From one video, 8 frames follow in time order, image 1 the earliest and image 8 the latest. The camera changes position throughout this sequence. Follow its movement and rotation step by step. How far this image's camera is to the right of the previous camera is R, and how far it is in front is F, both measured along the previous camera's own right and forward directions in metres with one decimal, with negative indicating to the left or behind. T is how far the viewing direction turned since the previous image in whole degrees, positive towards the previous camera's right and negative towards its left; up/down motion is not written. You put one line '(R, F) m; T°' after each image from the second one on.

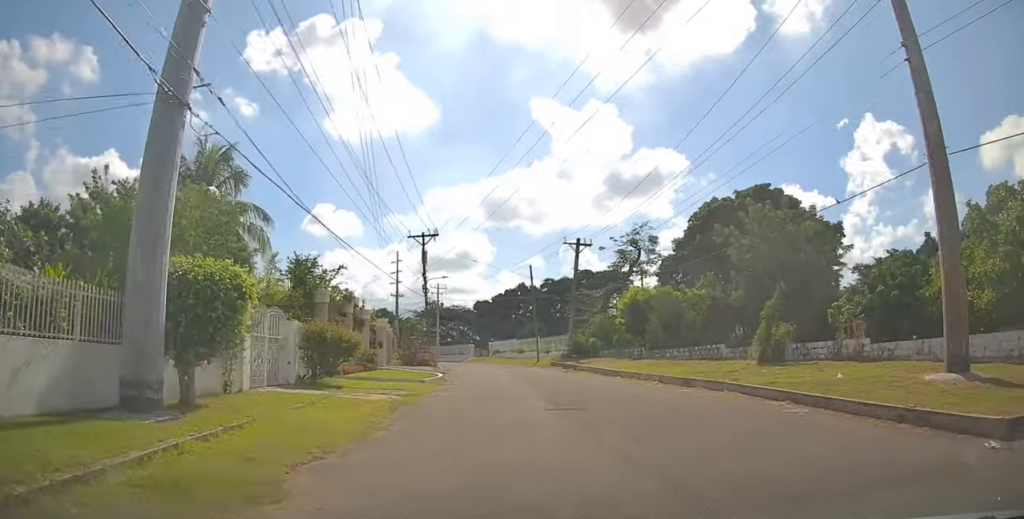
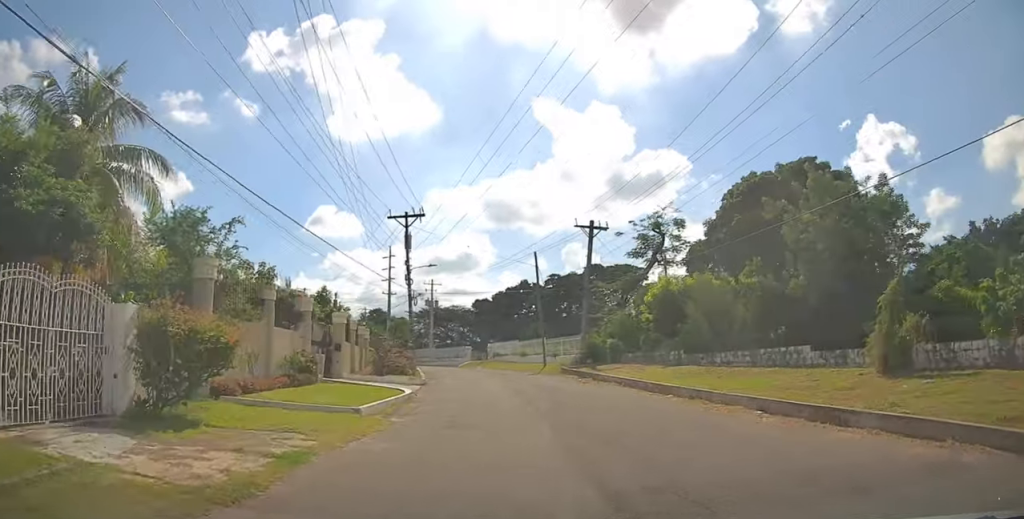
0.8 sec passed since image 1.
(-0.1, +7.5) m; -3°
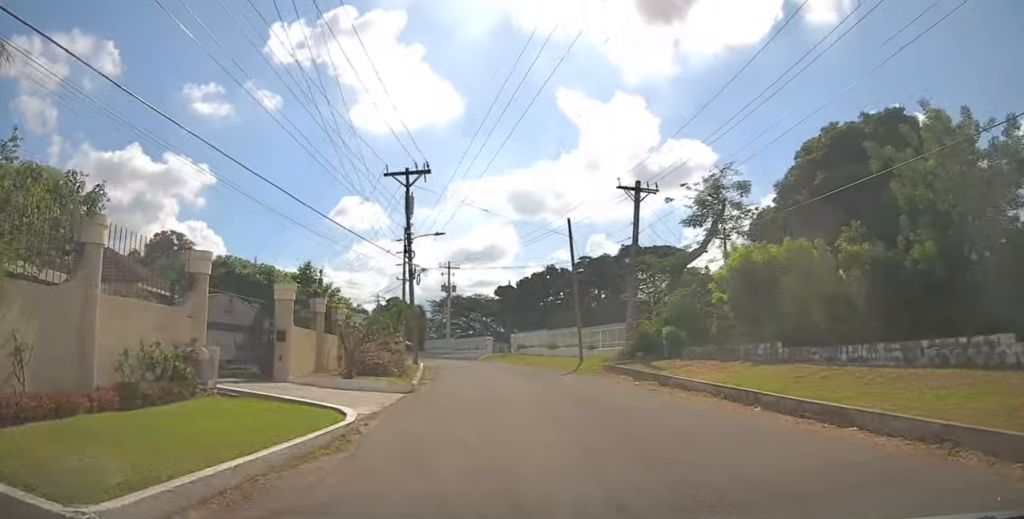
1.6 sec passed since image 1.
(-0.3, +7.8) m; -2°
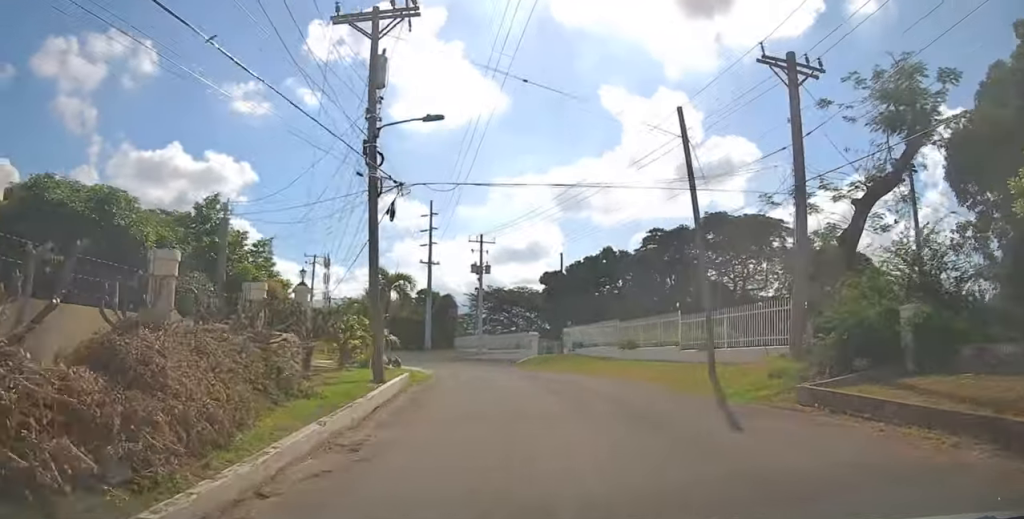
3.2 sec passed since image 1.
(-0.4, +14.7) m; -4°
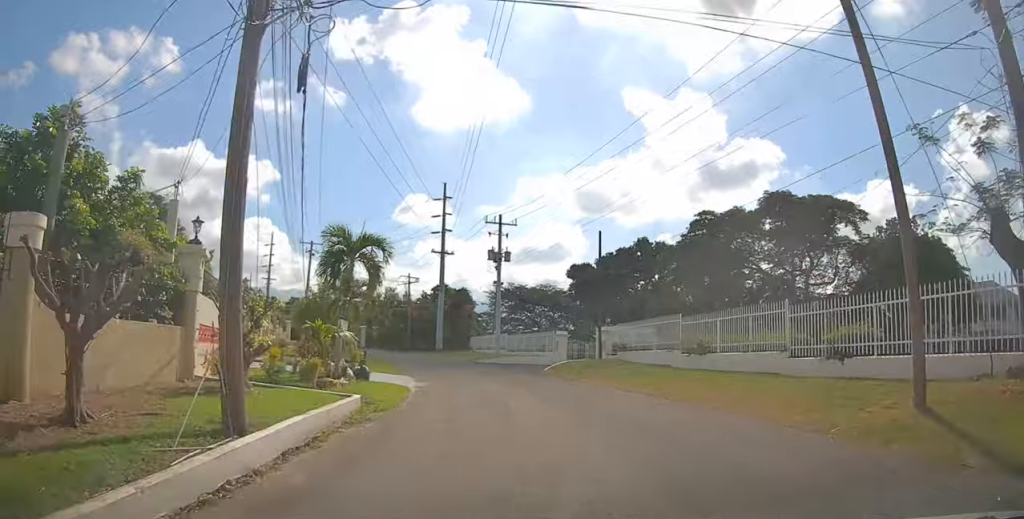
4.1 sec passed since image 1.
(-0.3, +8.0) m; -3°
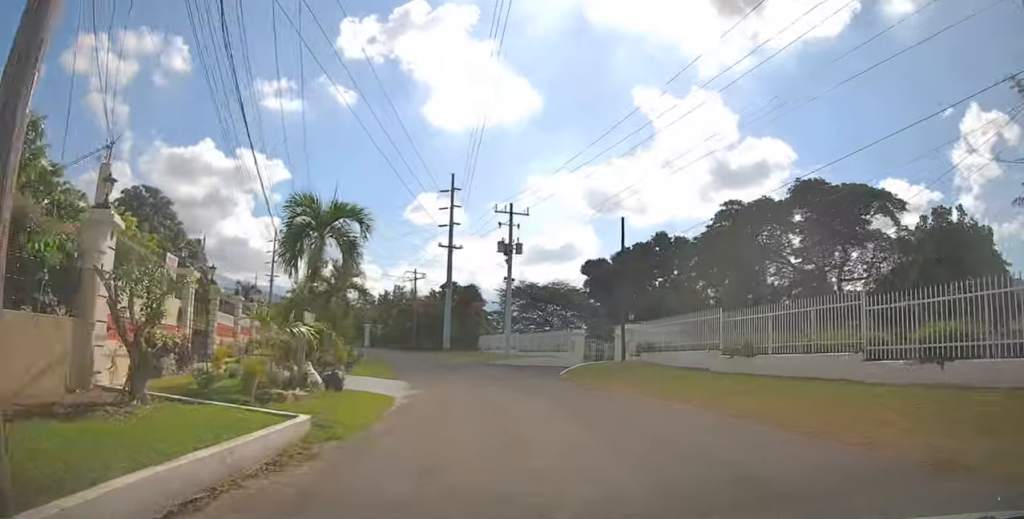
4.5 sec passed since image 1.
(0.0, +3.3) m; -1°
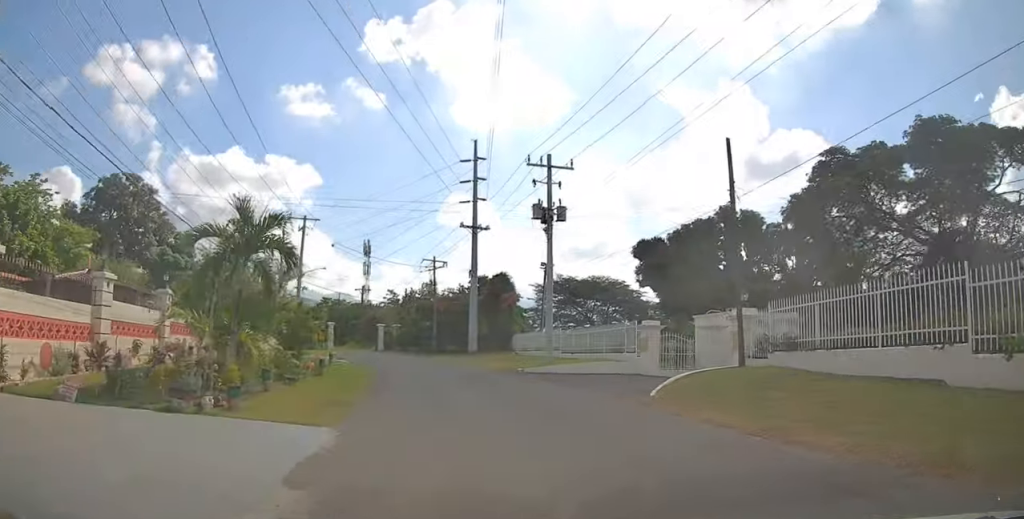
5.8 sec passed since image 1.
(-0.2, +10.1) m; -2°
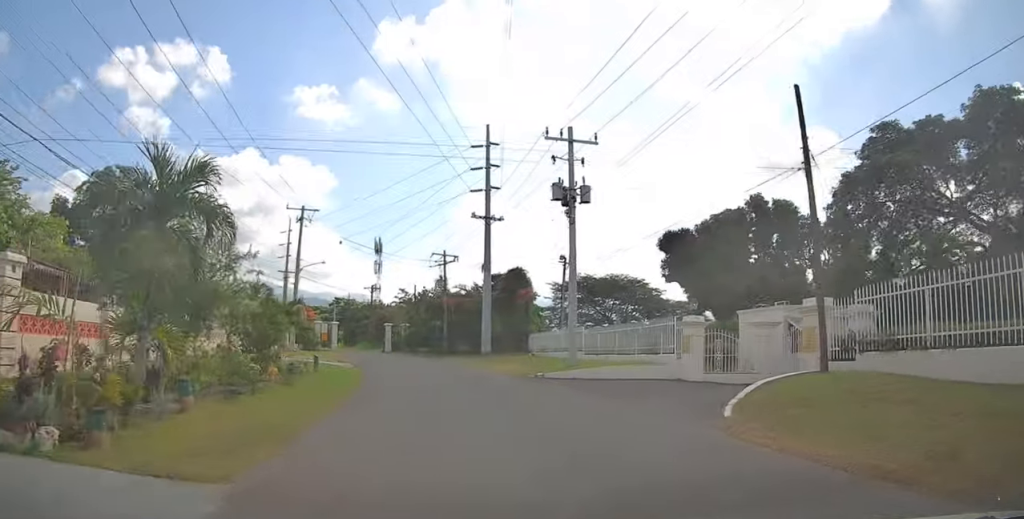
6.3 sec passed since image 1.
(0.0, +3.7) m; -1°
